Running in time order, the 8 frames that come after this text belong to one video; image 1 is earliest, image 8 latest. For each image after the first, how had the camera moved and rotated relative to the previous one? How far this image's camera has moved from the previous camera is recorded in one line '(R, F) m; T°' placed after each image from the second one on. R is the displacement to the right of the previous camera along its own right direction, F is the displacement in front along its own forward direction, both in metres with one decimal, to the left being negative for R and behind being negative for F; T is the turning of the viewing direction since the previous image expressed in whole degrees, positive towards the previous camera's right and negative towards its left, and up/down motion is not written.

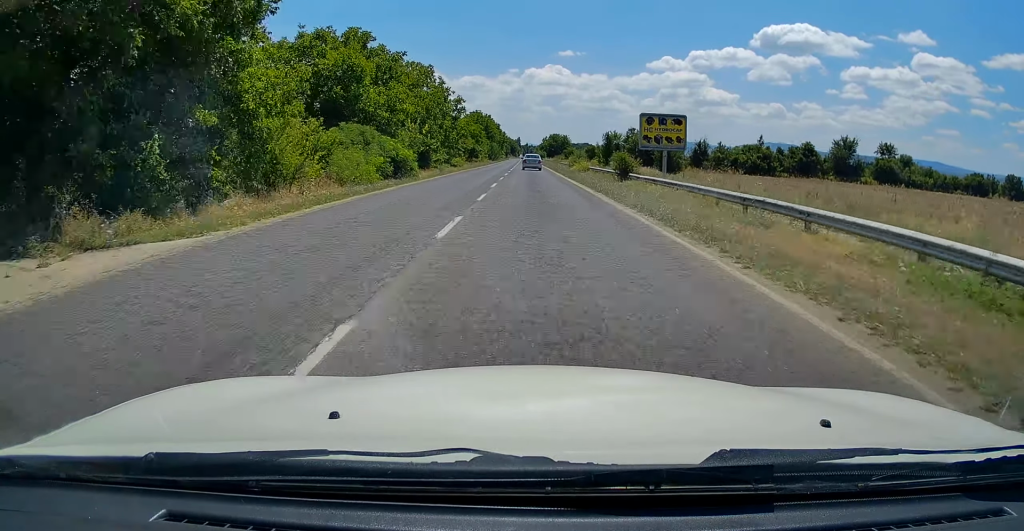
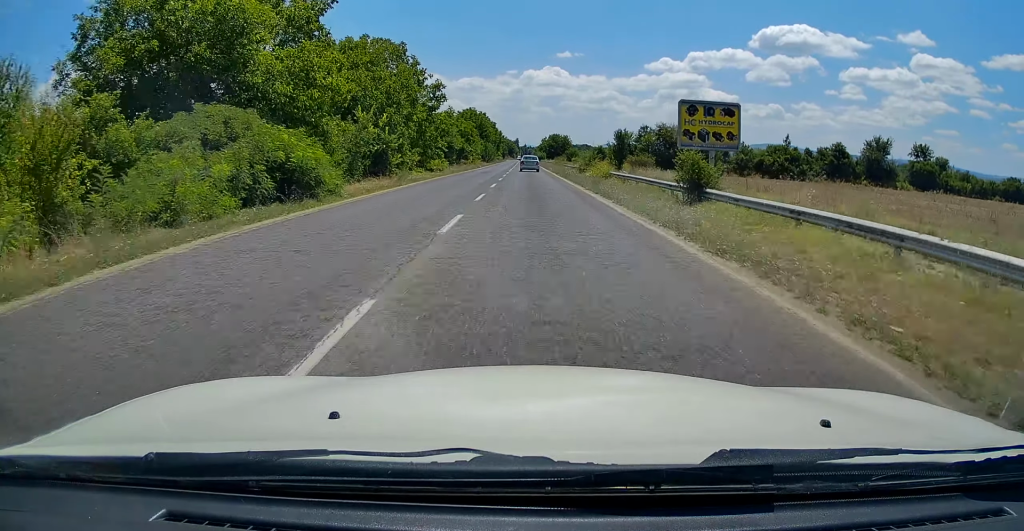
(0.0, +15.0) m; 0°
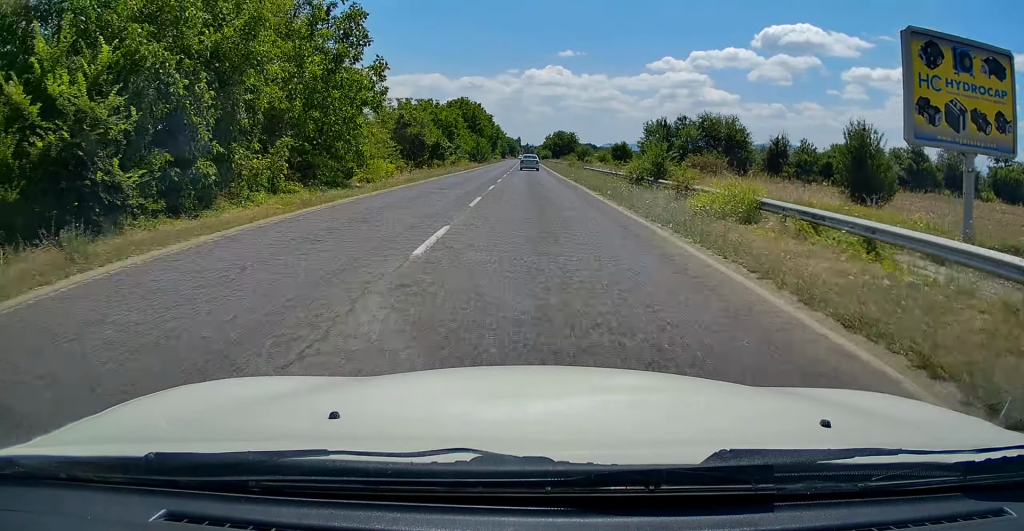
(+0.1, +26.3) m; 0°
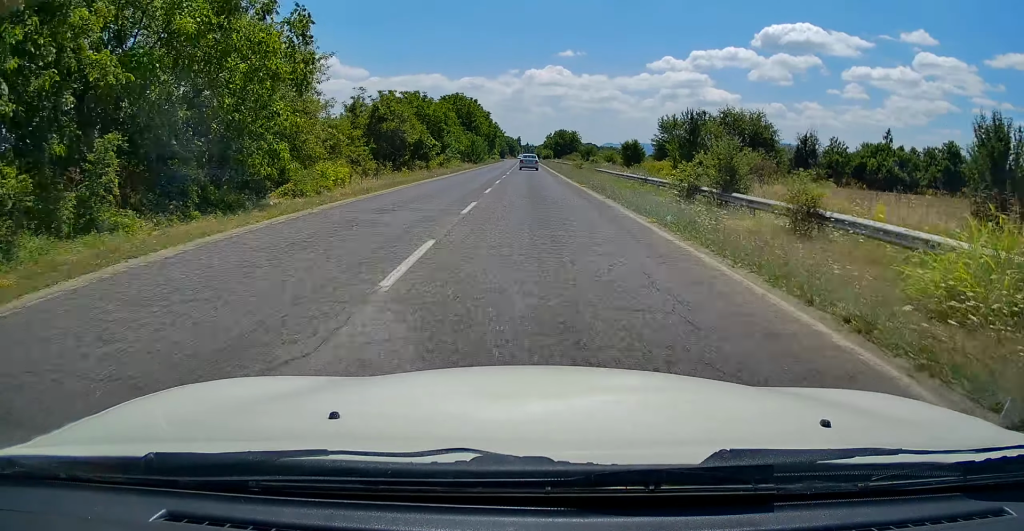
(+0.1, +10.2) m; 0°
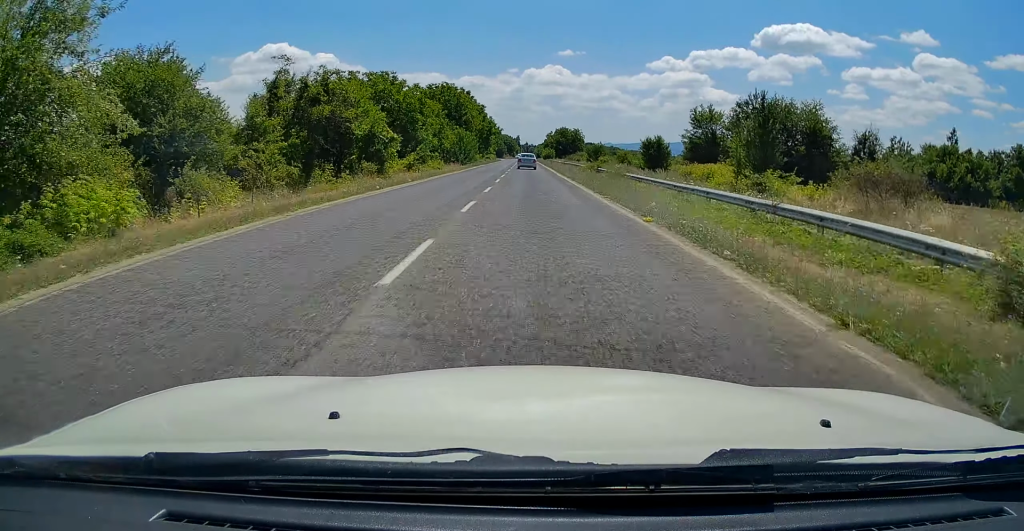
(0.0, +15.5) m; 0°
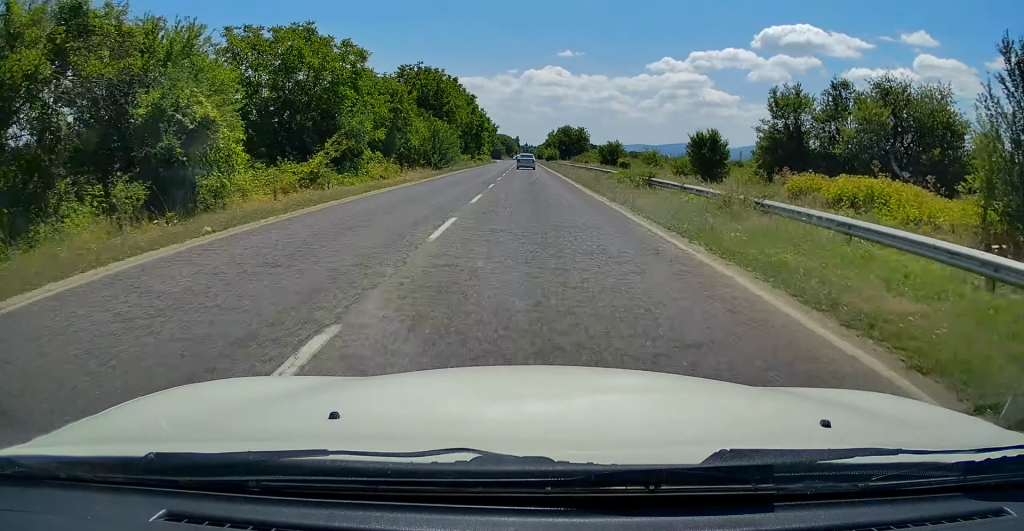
(-0.1, +20.1) m; 0°
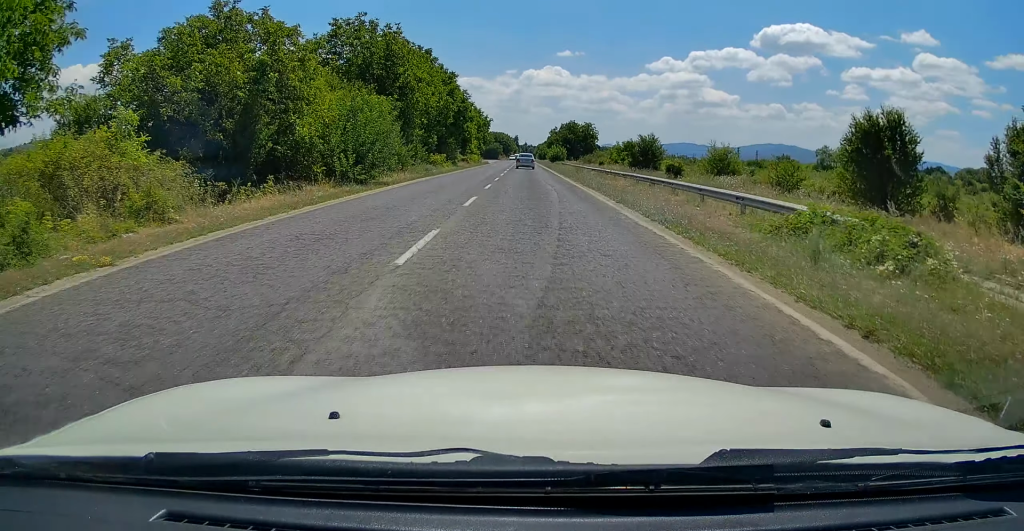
(+0.1, +25.0) m; 0°
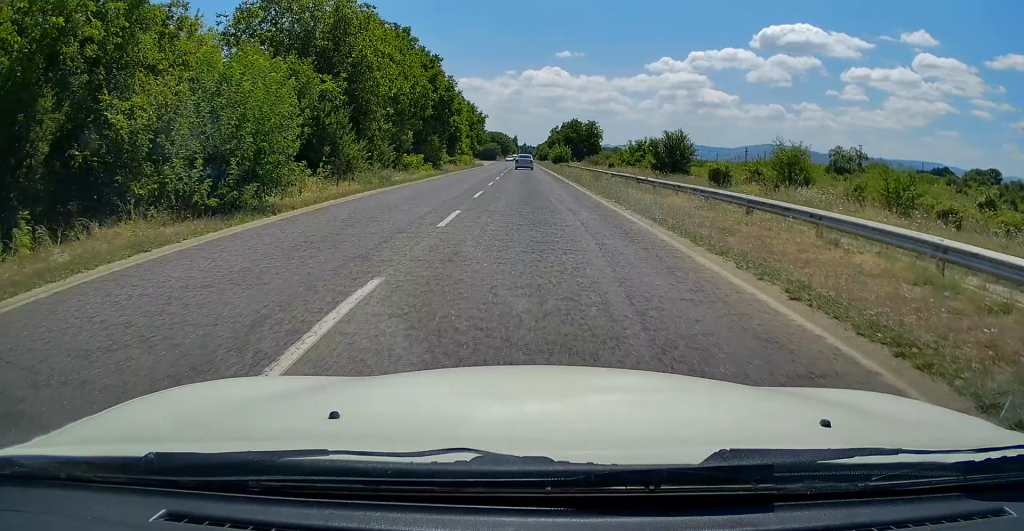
(0.0, +11.8) m; 0°
